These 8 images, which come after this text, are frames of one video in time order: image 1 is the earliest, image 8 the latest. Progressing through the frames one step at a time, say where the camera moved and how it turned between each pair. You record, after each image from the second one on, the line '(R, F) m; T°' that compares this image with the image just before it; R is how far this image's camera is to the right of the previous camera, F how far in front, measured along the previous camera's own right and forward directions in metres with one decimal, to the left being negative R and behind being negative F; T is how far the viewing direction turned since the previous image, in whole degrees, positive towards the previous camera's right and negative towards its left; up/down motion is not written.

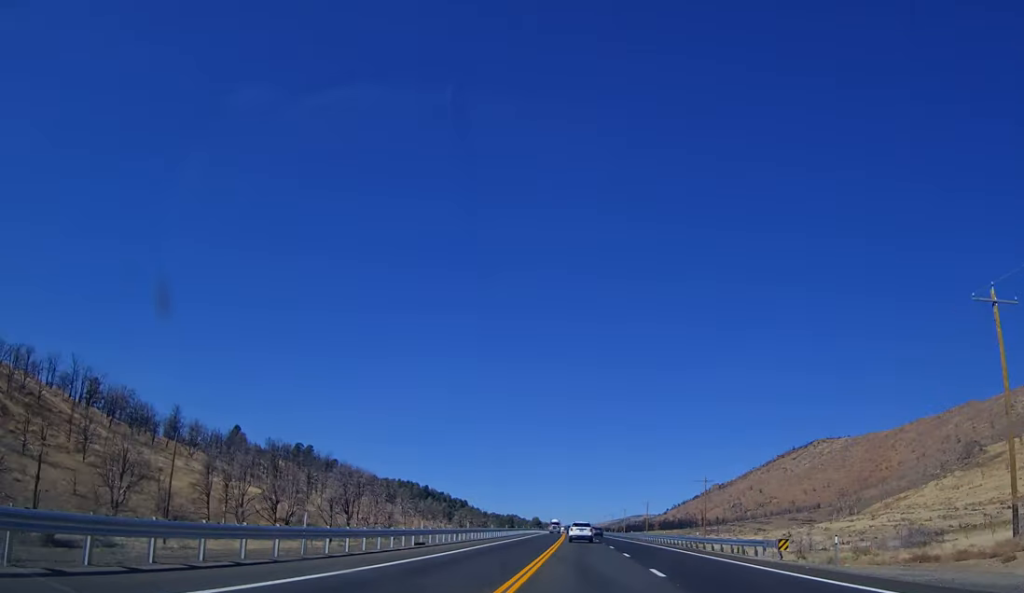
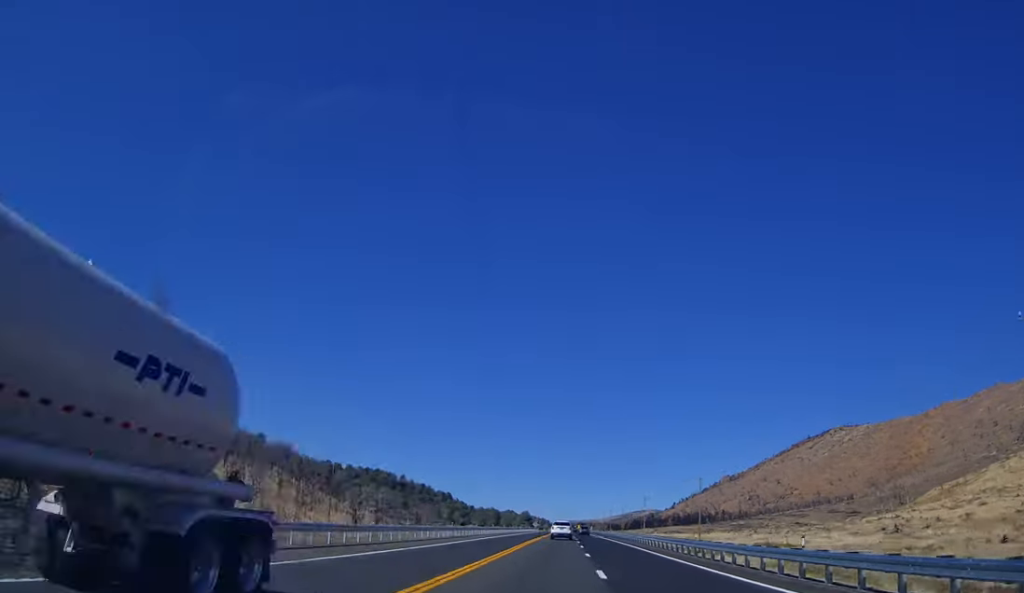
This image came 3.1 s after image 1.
(0.0, +86.1) m; +1°
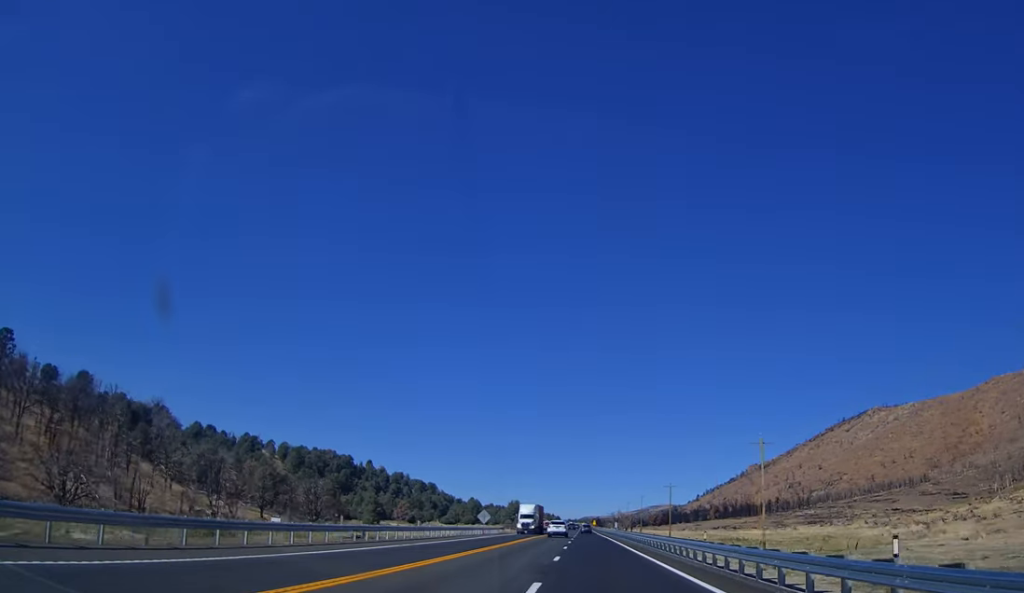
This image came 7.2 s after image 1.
(-0.2, +114.1) m; -1°
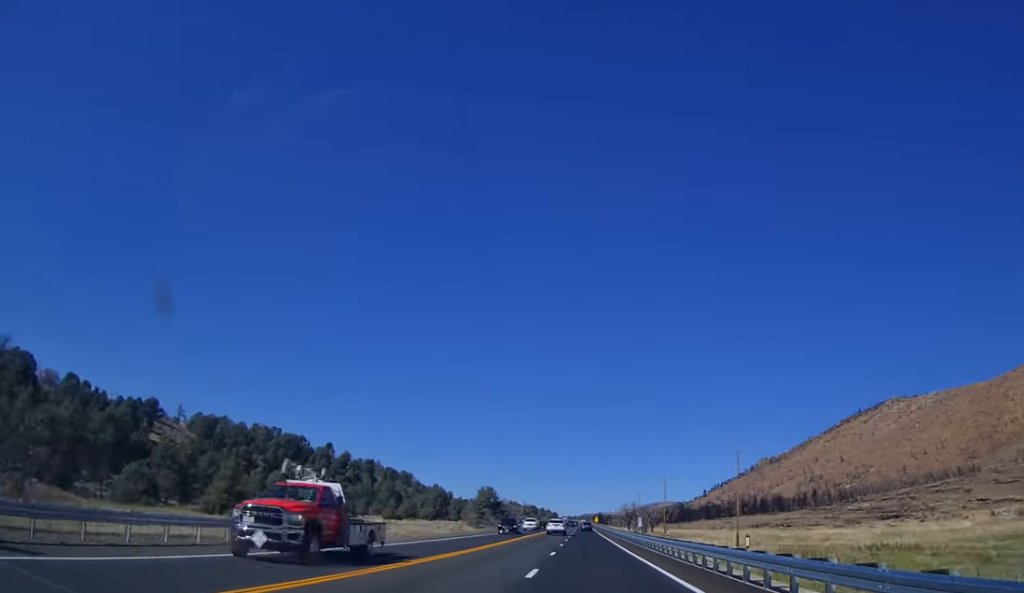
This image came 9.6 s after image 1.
(-0.8, +68.3) m; -1°
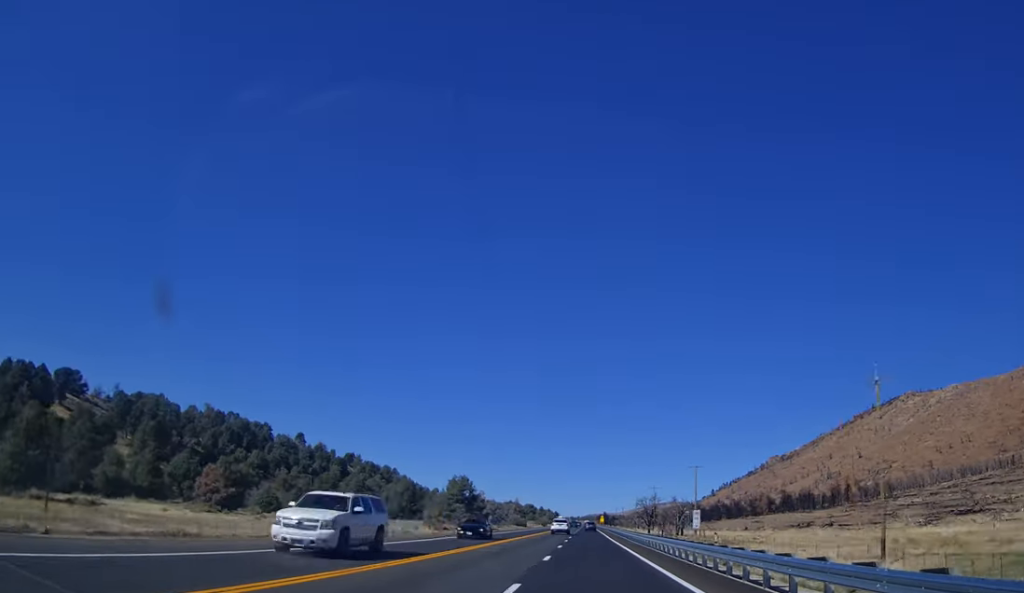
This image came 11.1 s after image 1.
(0.0, +42.0) m; 0°
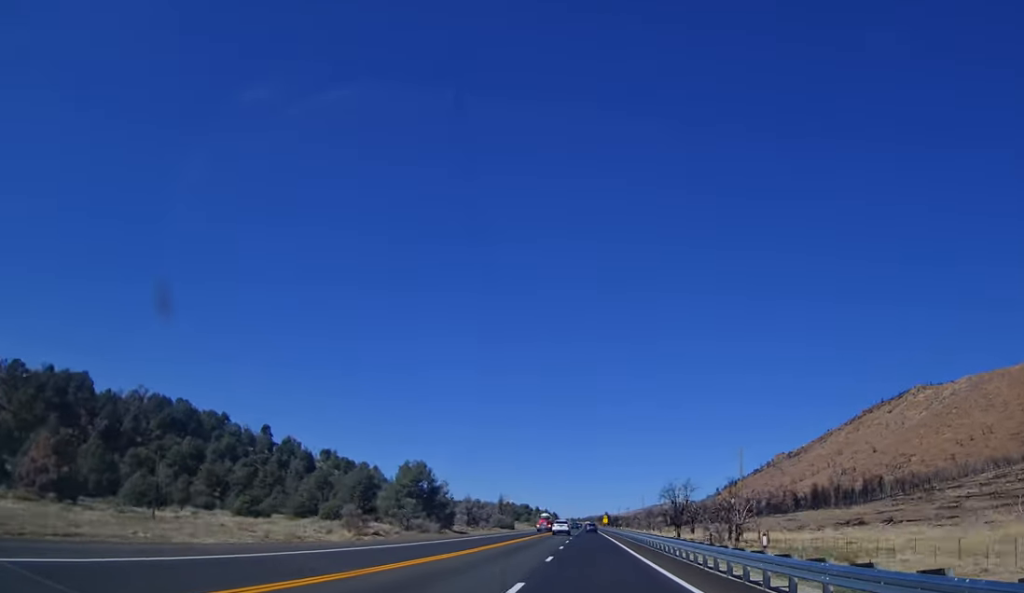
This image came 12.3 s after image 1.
(0.0, +36.2) m; 0°
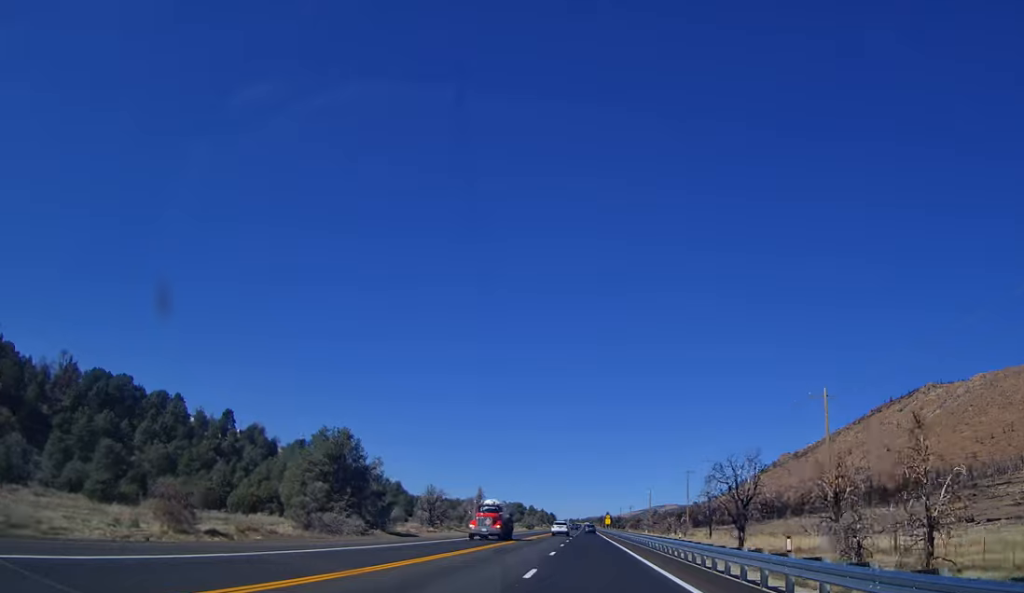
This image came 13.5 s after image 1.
(0.0, +32.5) m; 0°
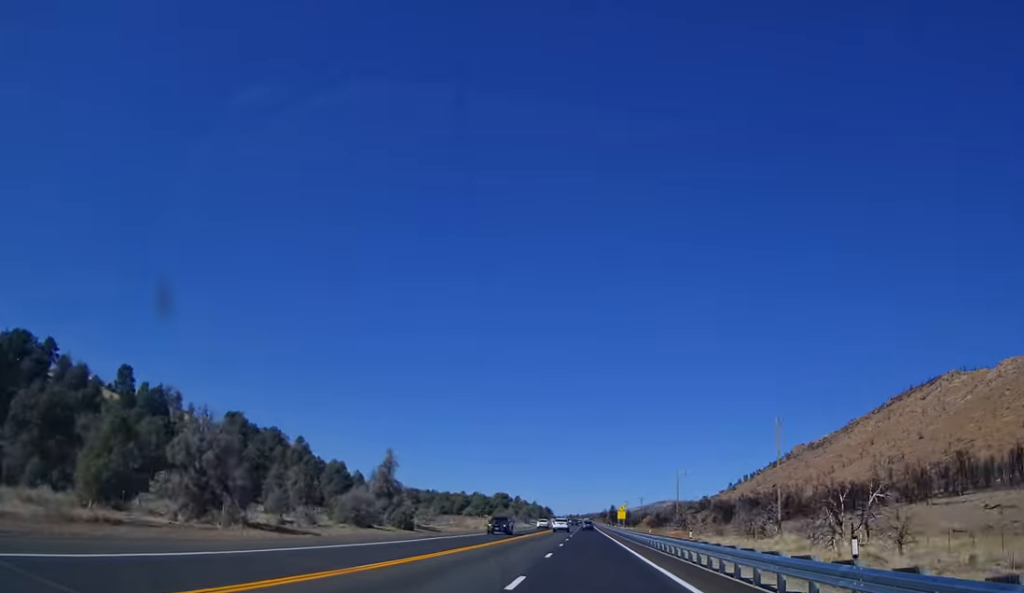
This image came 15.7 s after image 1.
(0.0, +64.7) m; 0°
